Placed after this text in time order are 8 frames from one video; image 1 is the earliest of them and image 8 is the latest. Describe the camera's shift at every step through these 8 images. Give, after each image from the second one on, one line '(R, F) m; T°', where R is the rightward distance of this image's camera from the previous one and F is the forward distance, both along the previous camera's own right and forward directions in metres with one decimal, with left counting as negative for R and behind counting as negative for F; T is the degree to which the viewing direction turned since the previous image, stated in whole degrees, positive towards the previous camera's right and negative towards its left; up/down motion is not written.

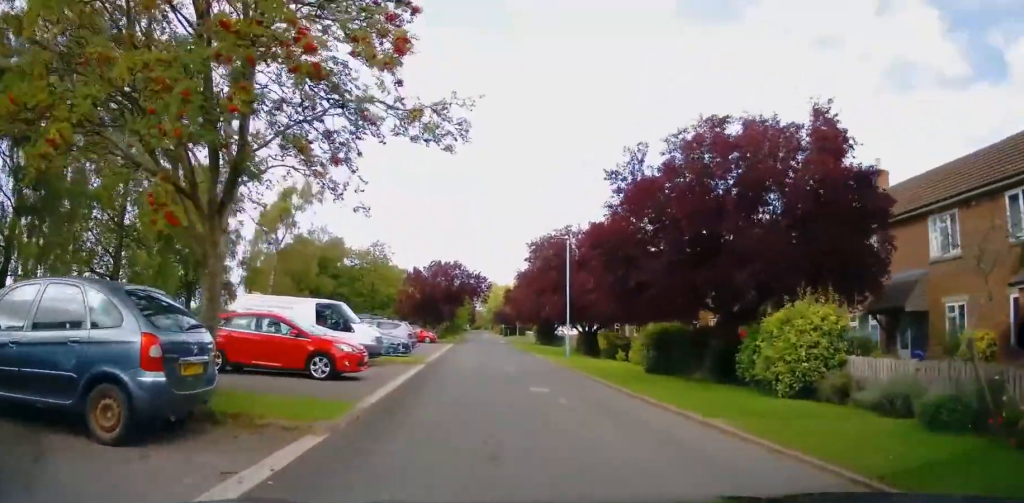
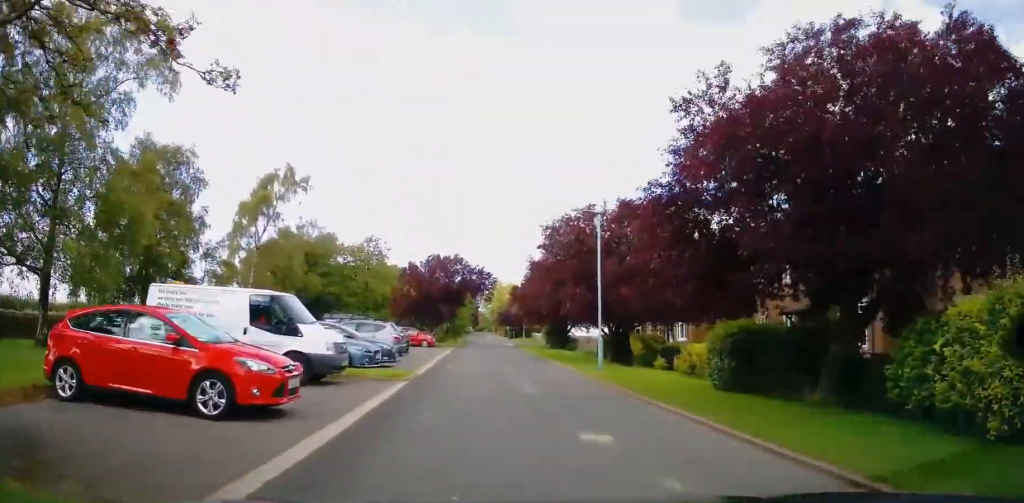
(-0.1, +6.0) m; -4°
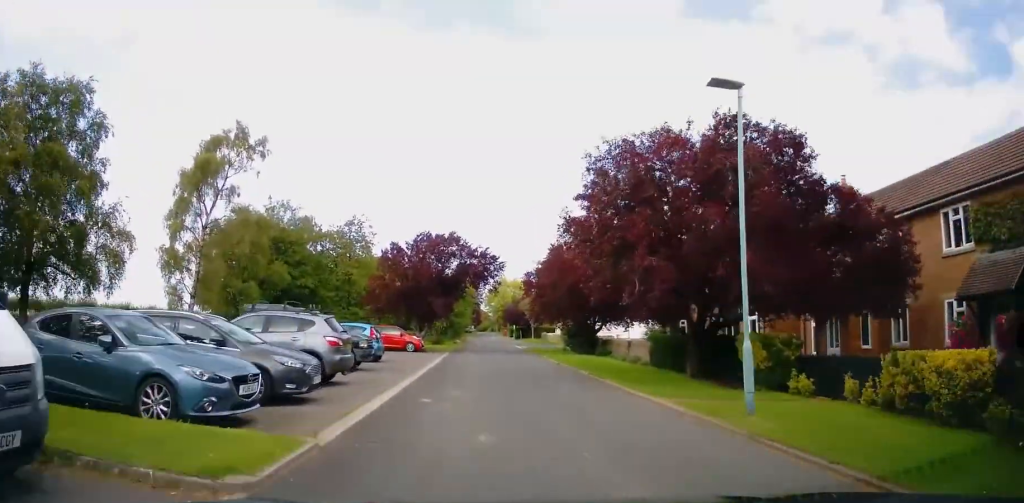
(-0.3, +10.7) m; +1°
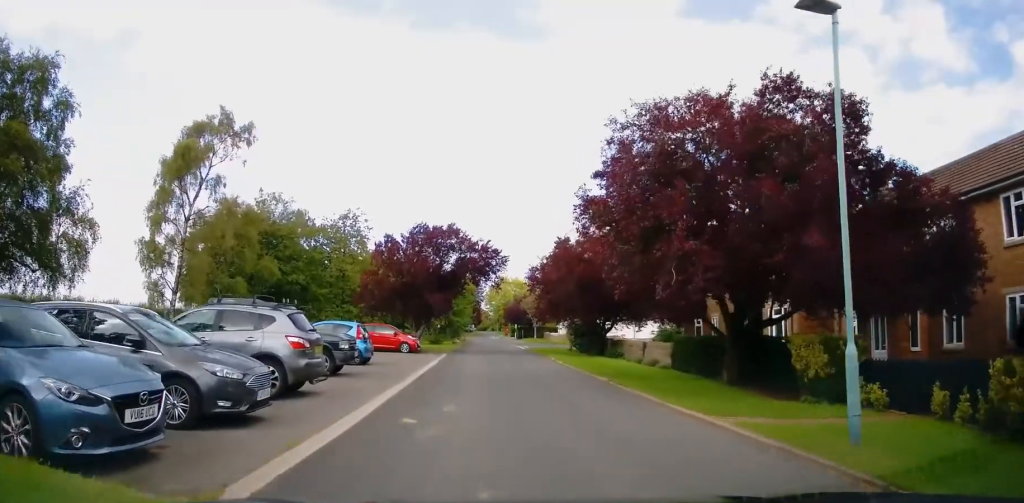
(0.0, +2.6) m; 0°
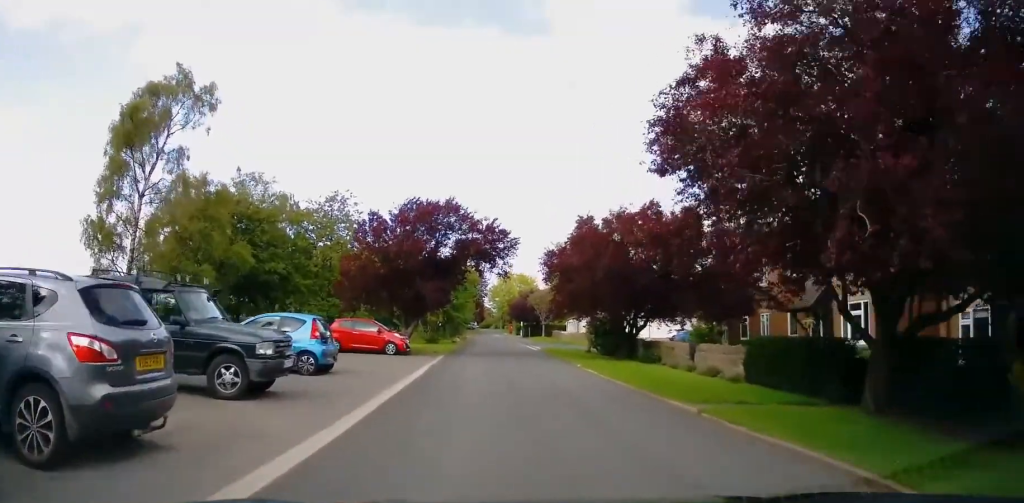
(0.0, +6.2) m; 0°
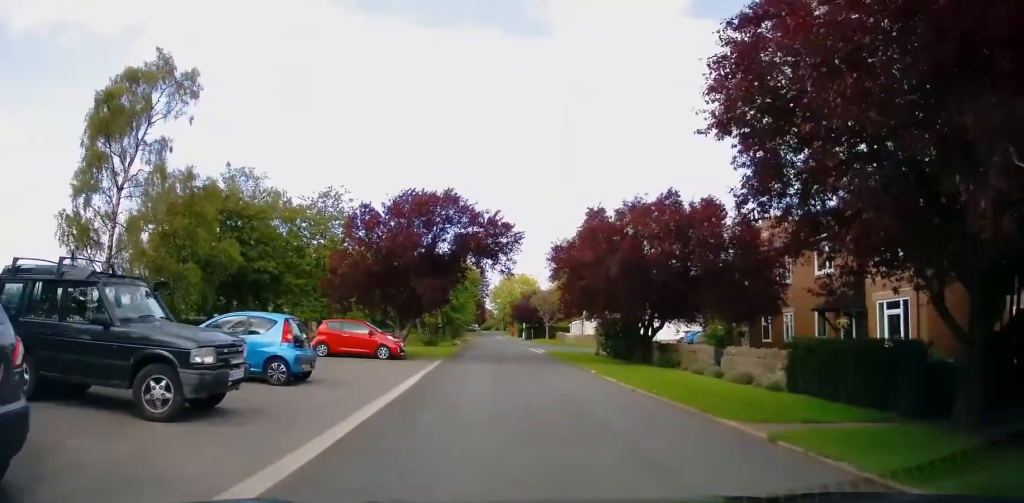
(0.0, +2.4) m; 0°
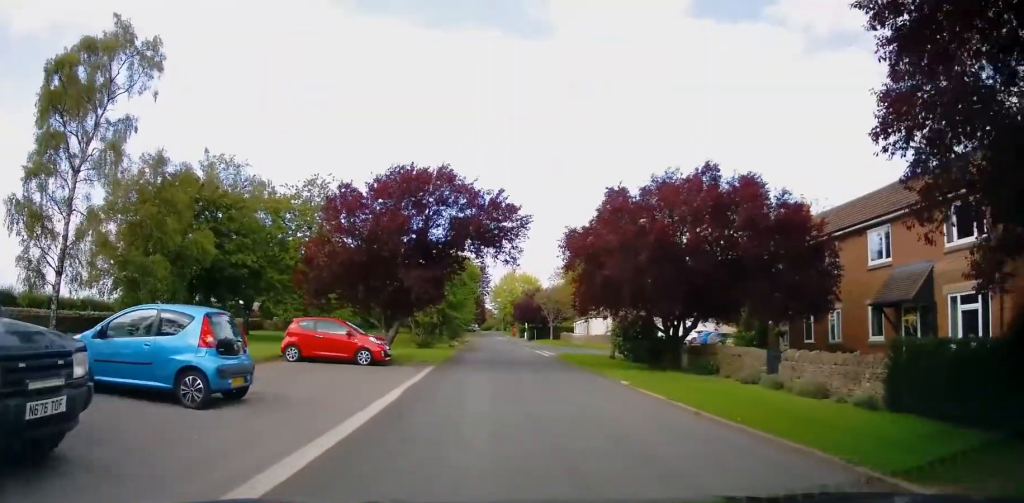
(0.0, +3.9) m; +2°
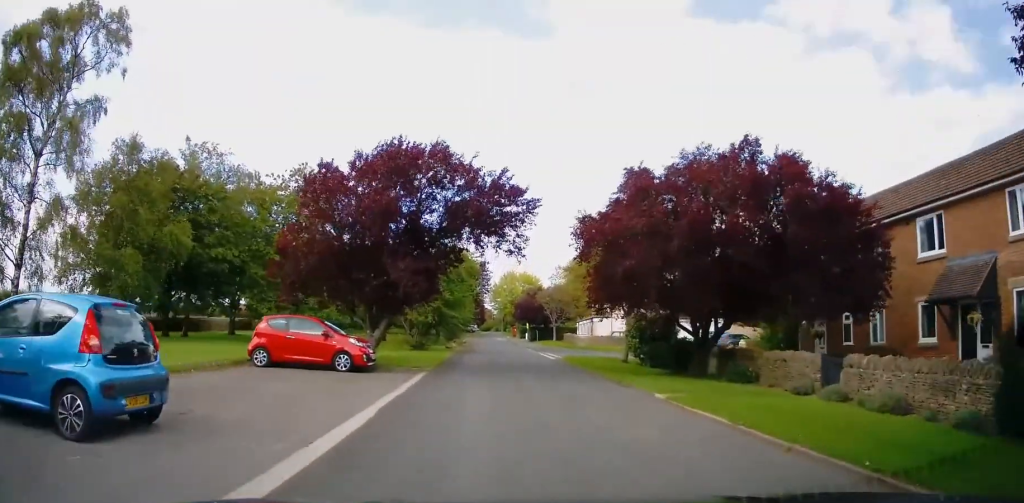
(+0.1, +2.9) m; 0°
